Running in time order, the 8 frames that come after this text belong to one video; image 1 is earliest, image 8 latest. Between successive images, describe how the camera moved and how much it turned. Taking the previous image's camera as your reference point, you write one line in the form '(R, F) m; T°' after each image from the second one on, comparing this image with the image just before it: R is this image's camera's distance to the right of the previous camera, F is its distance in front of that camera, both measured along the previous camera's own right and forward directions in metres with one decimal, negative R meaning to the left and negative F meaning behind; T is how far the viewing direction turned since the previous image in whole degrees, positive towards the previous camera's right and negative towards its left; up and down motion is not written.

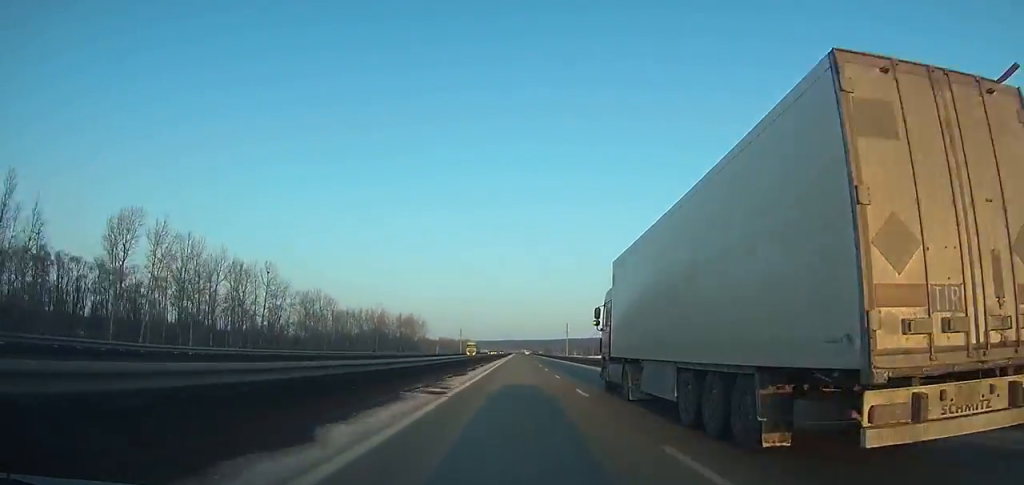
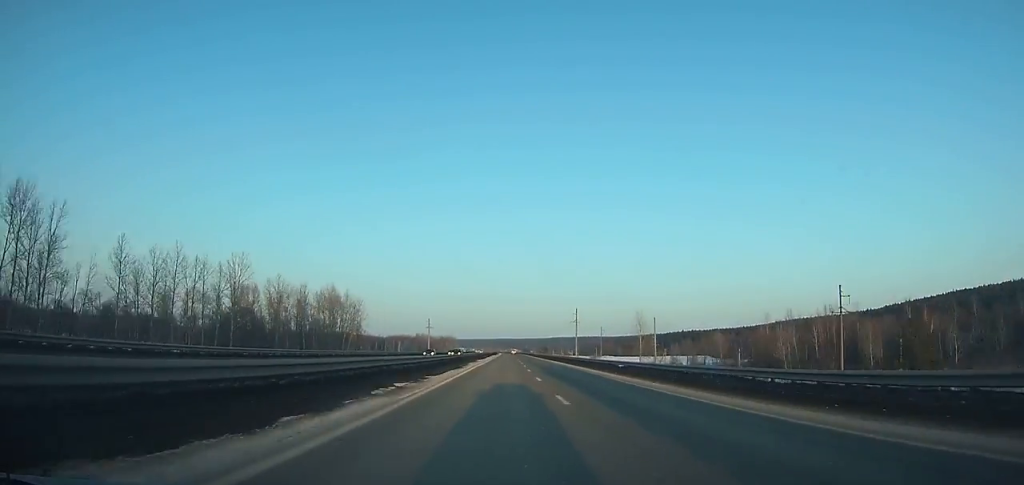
(+1.0, +98.2) m; +1°
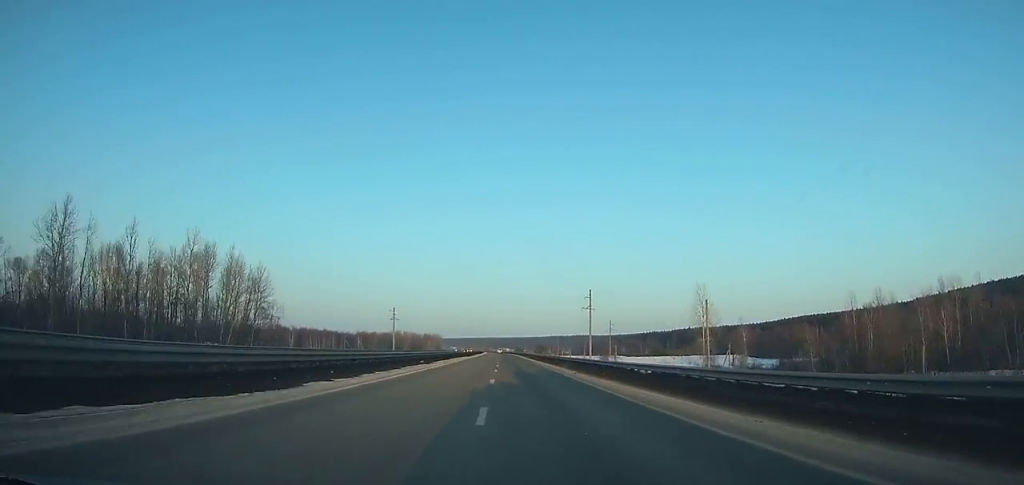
(0.0, +64.5) m; 0°
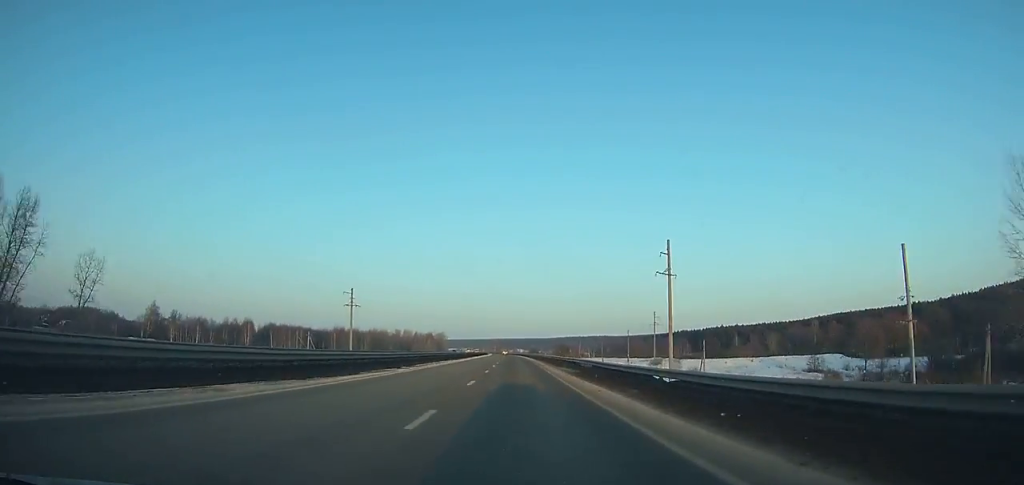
(-0.4, +73.2) m; -1°
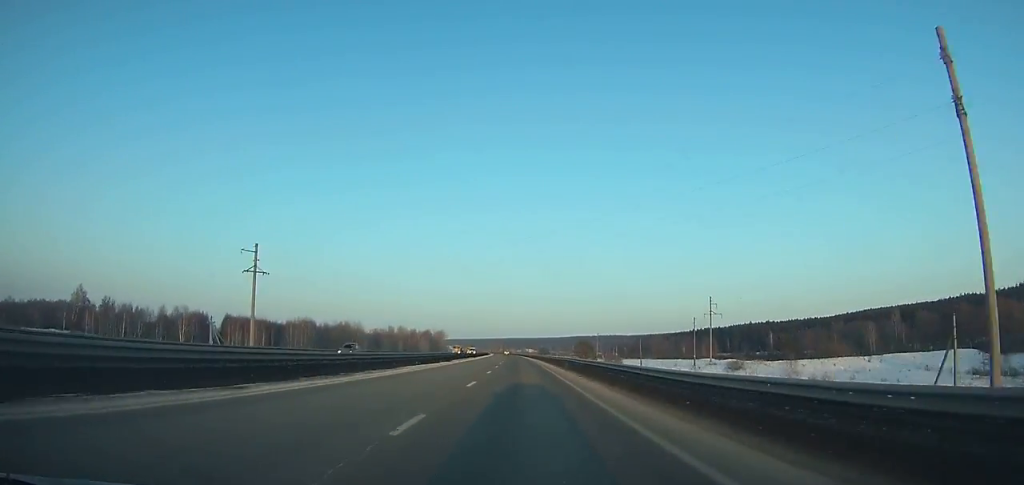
(-0.4, +60.5) m; -1°
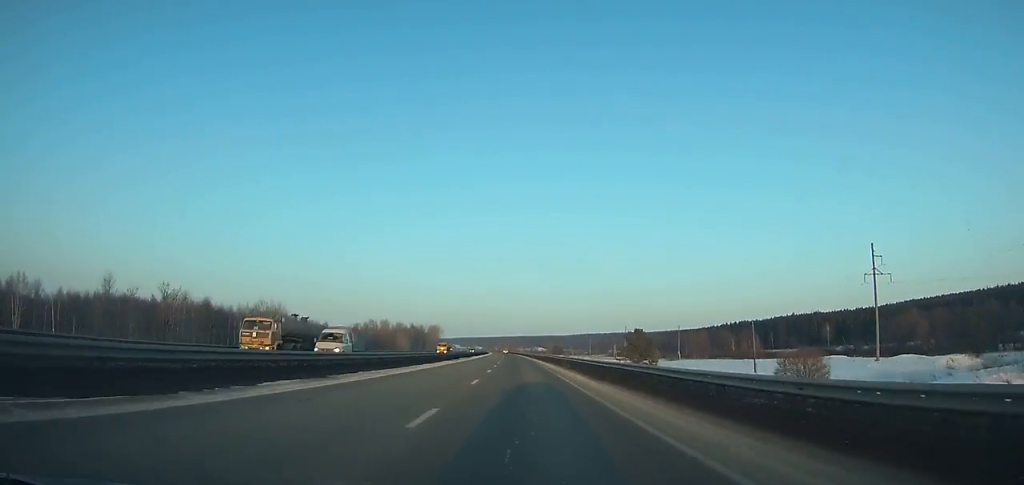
(-0.8, +84.2) m; -1°
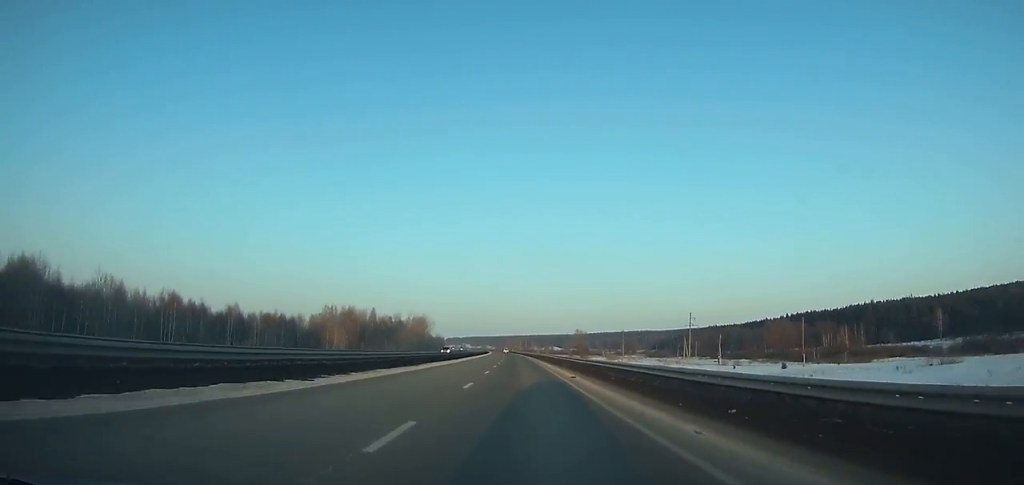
(-1.4, +110.1) m; -1°
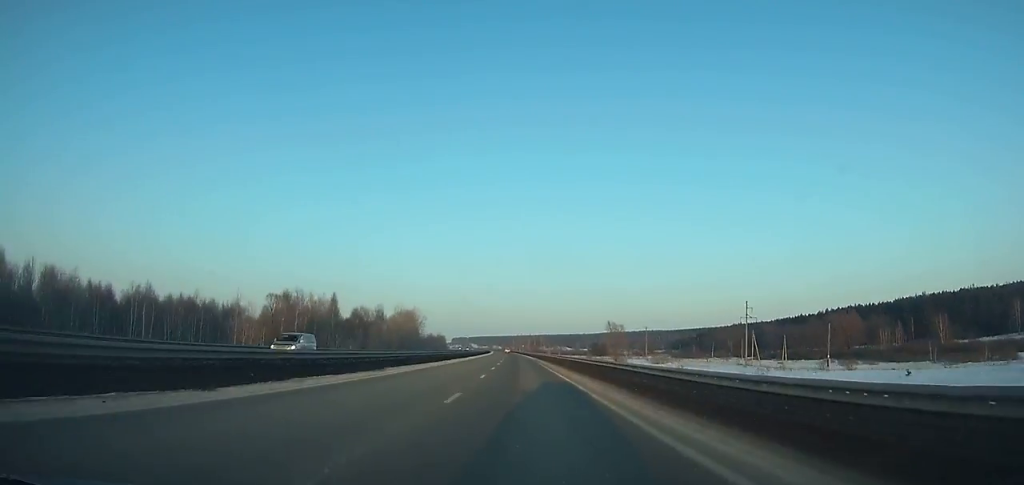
(-0.2, +53.5) m; -1°
